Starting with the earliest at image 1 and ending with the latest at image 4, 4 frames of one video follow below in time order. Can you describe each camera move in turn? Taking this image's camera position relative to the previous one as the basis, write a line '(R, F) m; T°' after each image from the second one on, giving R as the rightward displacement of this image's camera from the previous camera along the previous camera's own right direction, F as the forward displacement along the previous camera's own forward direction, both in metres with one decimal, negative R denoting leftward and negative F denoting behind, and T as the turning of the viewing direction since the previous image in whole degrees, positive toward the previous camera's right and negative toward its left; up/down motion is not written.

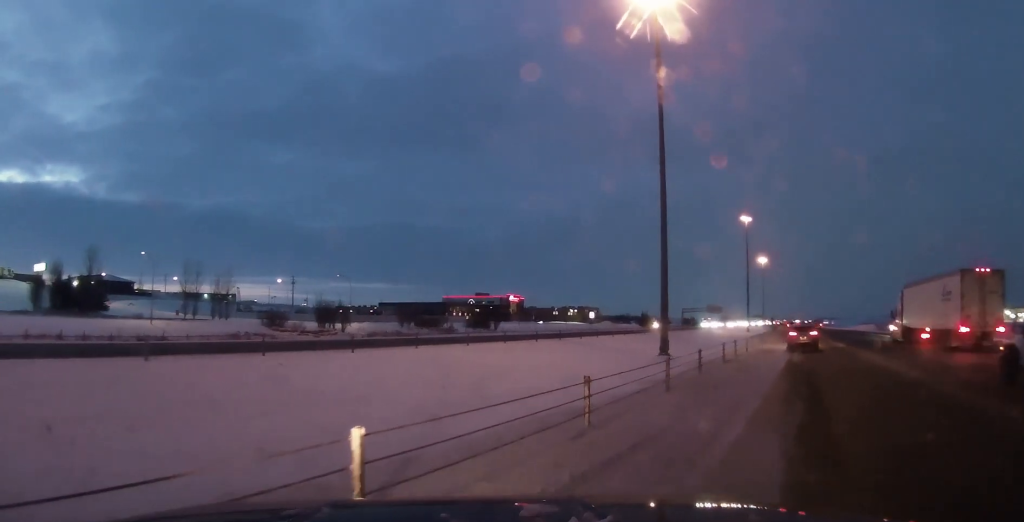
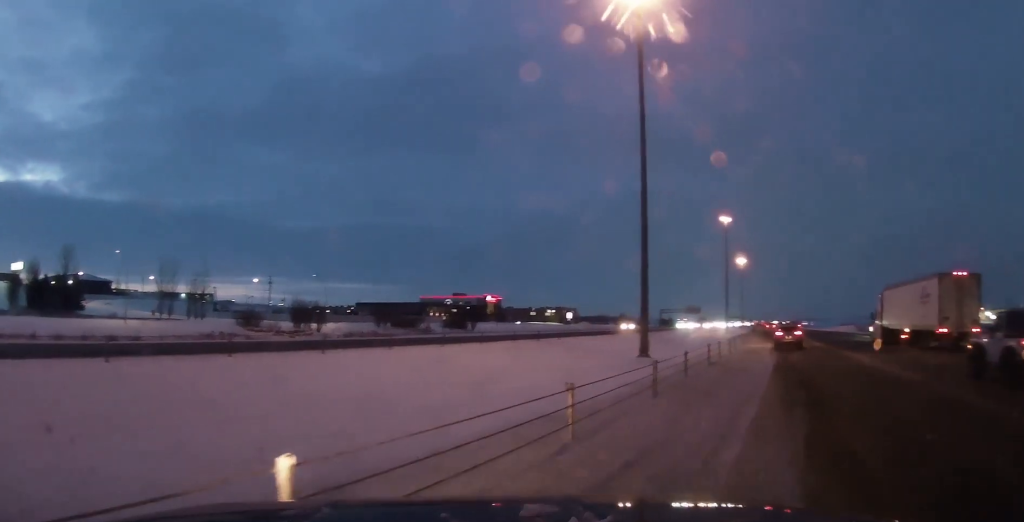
(0.0, +1.3) m; +3°
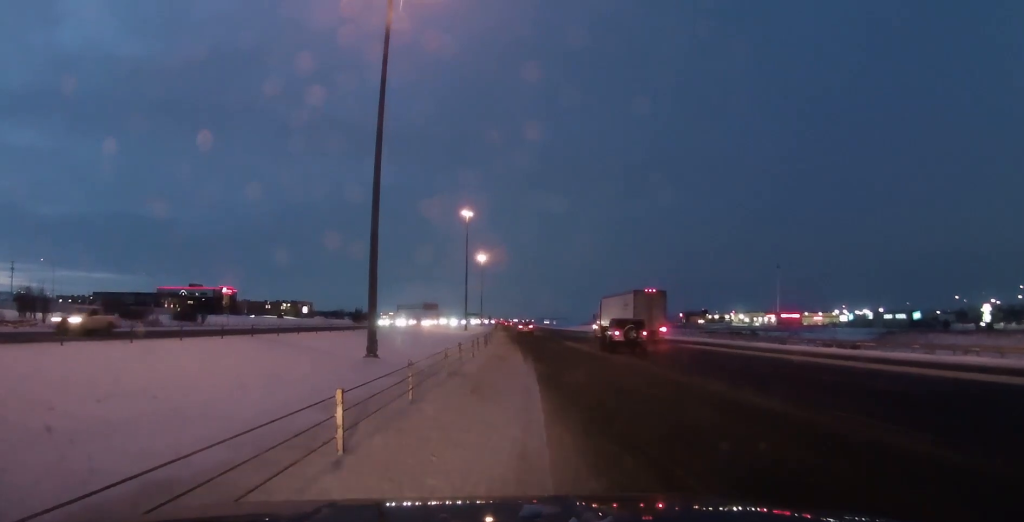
(+2.0, +7.9) m; +21°
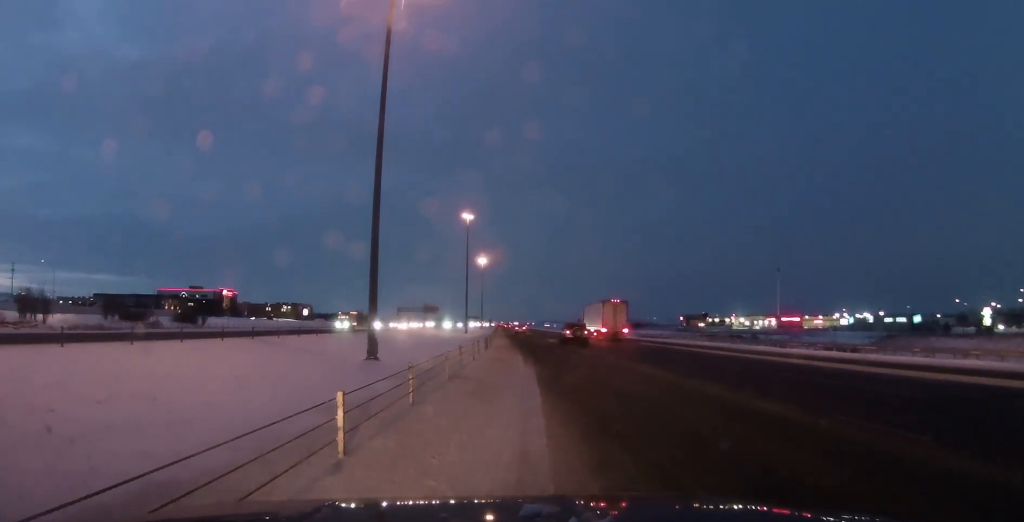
(+0.3, +0.4) m; 0°
